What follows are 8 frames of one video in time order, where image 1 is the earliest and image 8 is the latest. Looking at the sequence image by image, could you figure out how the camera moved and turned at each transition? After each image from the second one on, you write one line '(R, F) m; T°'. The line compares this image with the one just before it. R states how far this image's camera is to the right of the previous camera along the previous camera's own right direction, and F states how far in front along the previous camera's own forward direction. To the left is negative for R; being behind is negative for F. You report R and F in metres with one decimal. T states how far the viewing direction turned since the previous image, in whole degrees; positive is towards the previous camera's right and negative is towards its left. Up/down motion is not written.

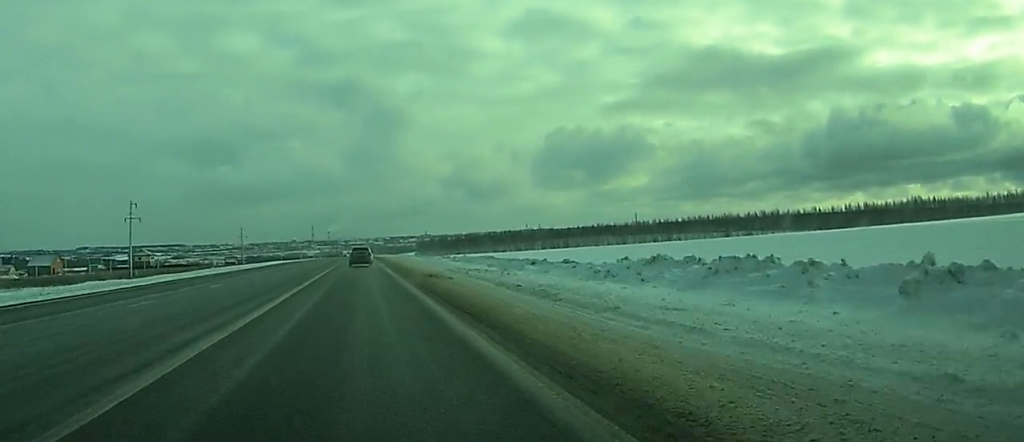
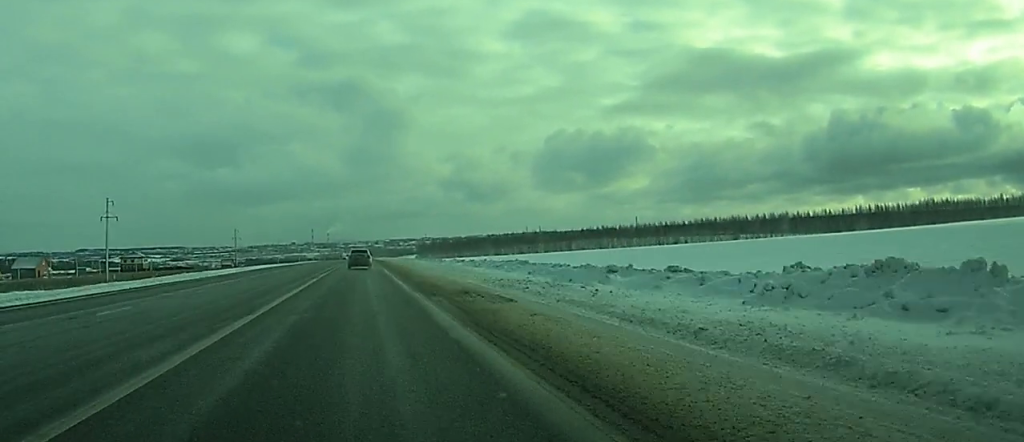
(0.0, +14.4) m; 0°
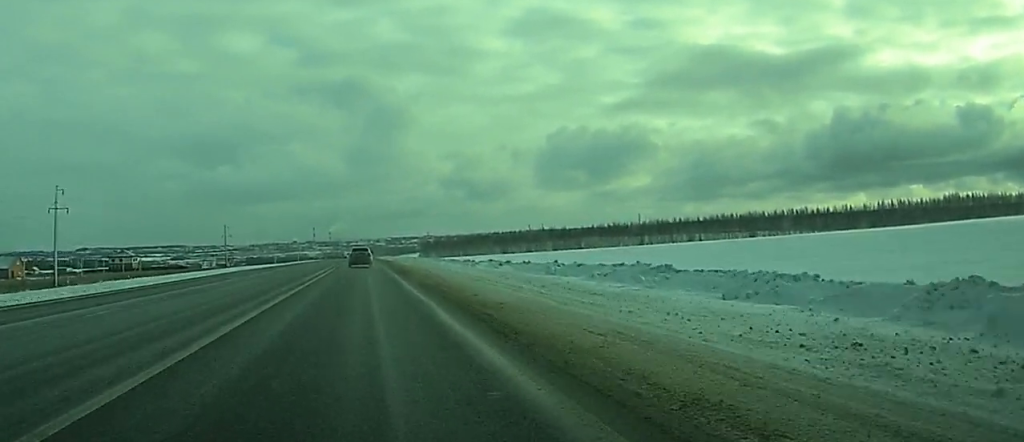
(0.0, +25.0) m; 0°
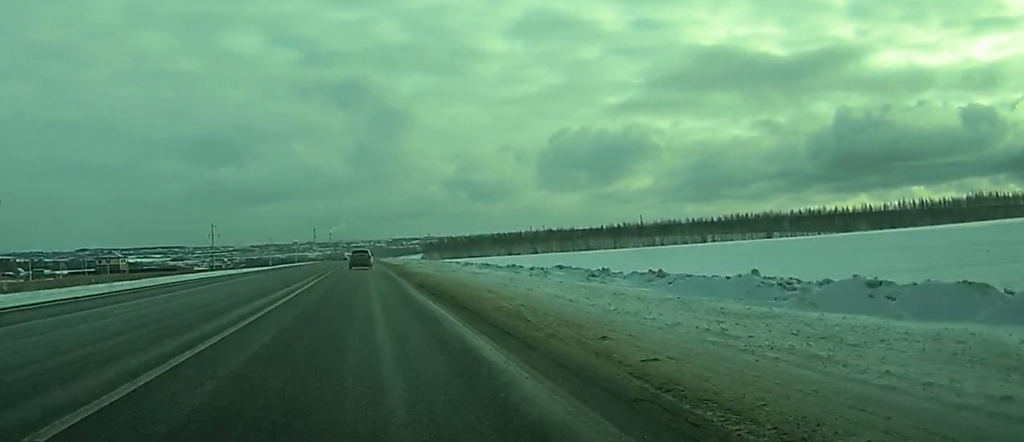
(0.0, +23.1) m; 0°
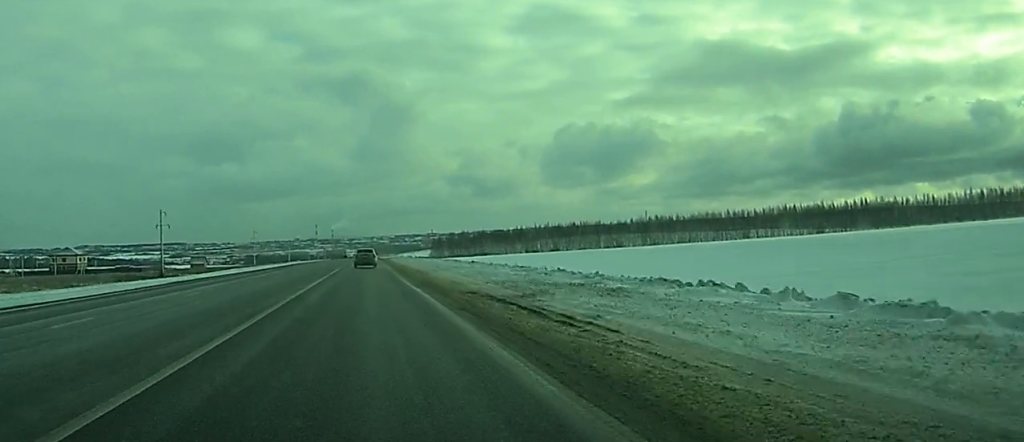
(-0.3, +64.0) m; -1°
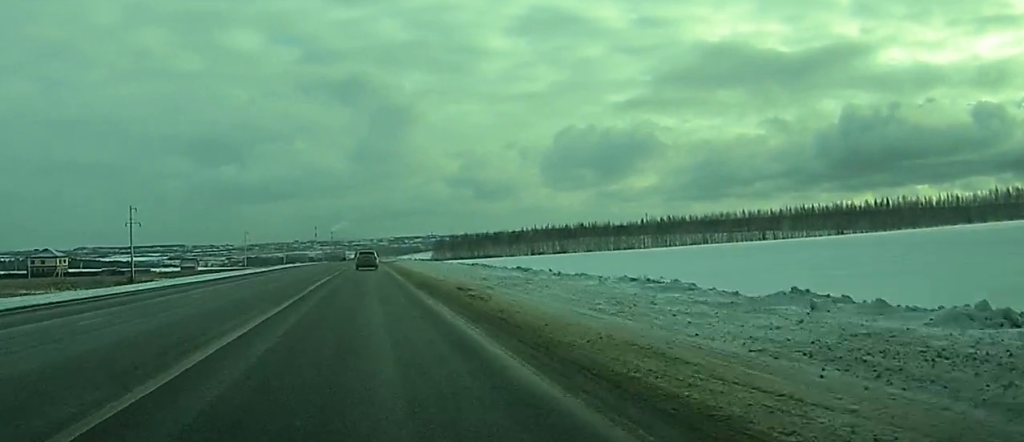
(0.0, +22.5) m; 0°
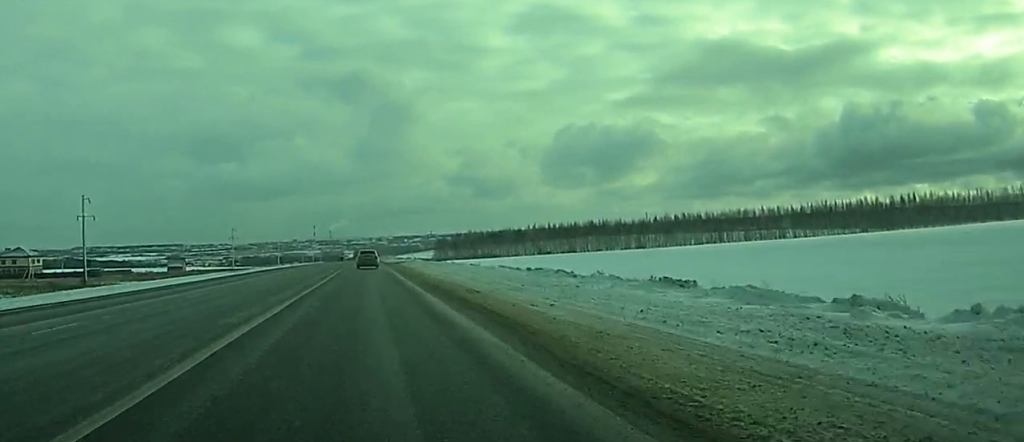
(0.0, +26.0) m; 0°
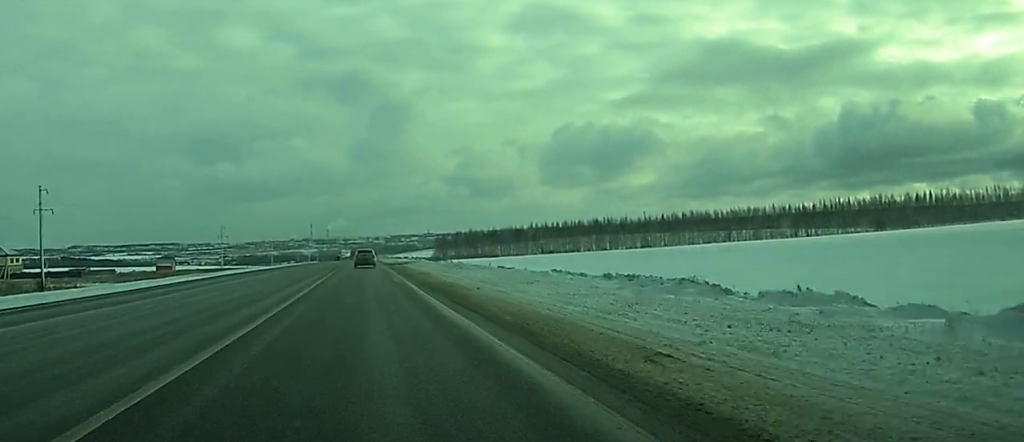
(0.0, +16.5) m; 0°
